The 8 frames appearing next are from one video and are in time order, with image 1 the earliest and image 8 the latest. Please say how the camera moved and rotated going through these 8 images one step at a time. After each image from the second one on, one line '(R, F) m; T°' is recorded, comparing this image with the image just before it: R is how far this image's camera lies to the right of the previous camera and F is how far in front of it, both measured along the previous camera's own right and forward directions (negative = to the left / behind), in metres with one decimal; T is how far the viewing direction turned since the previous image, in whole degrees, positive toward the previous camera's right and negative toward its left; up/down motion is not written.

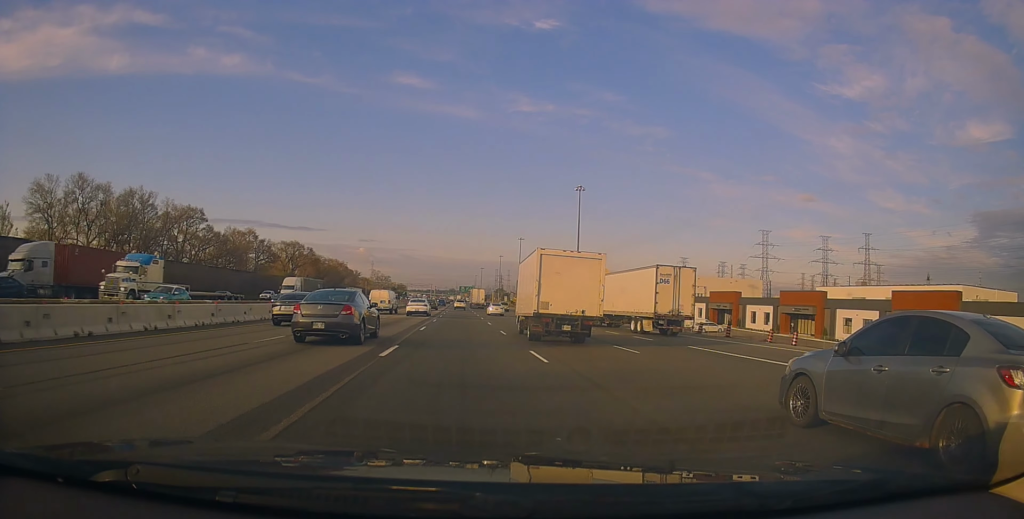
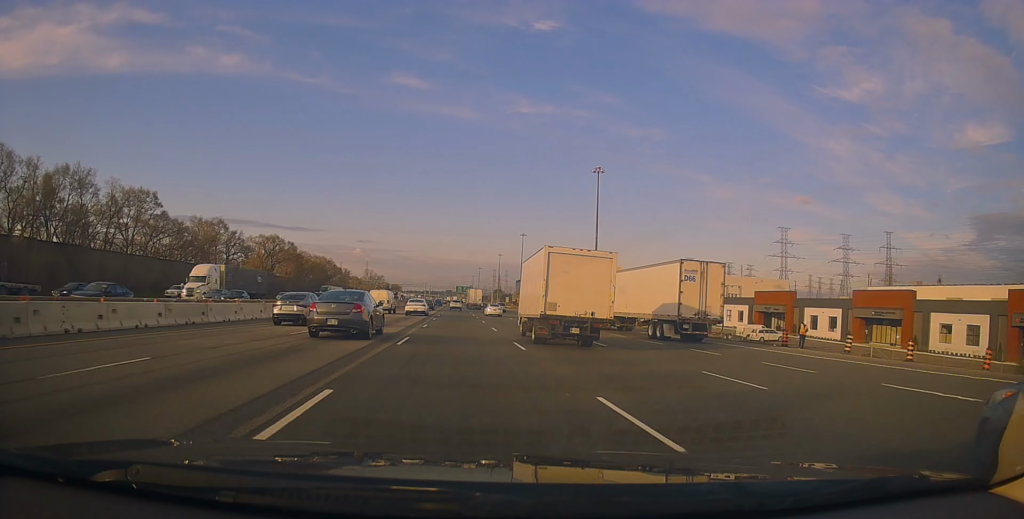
(-0.2, +19.6) m; 0°
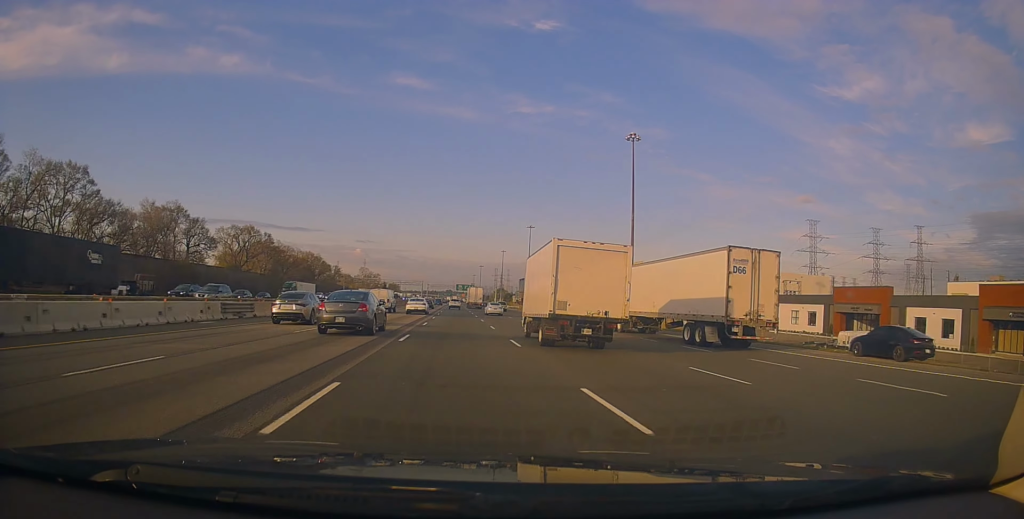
(-0.2, +23.3) m; 0°
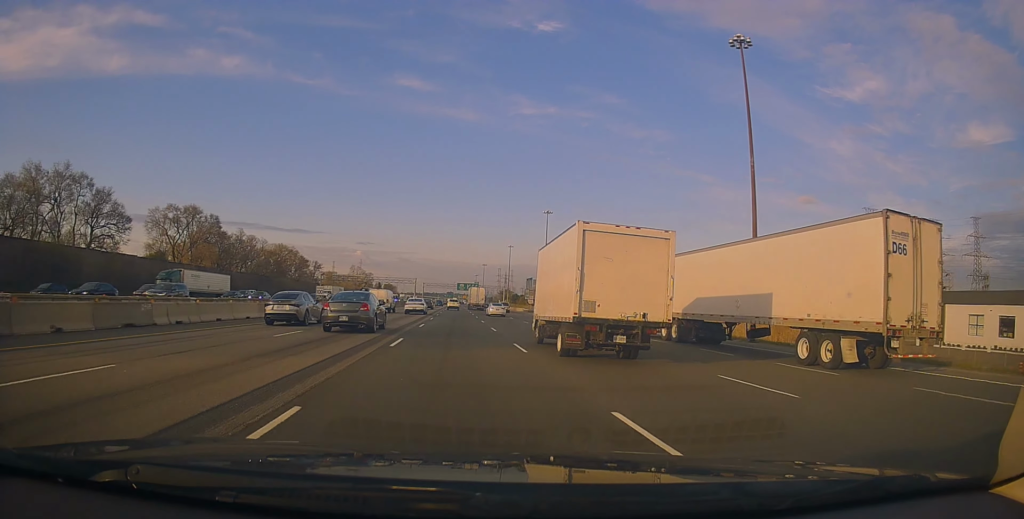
(+0.2, +36.7) m; 0°
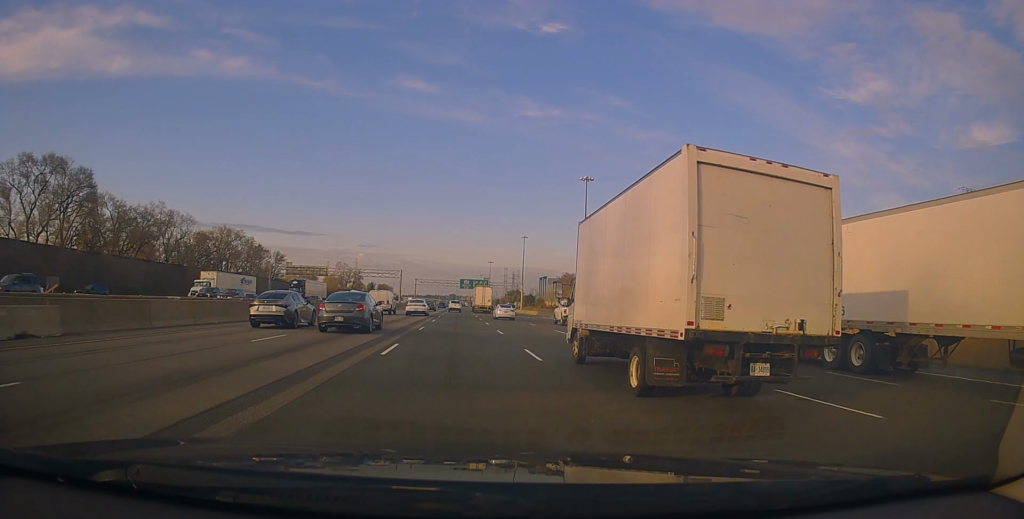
(-0.1, +49.4) m; 0°
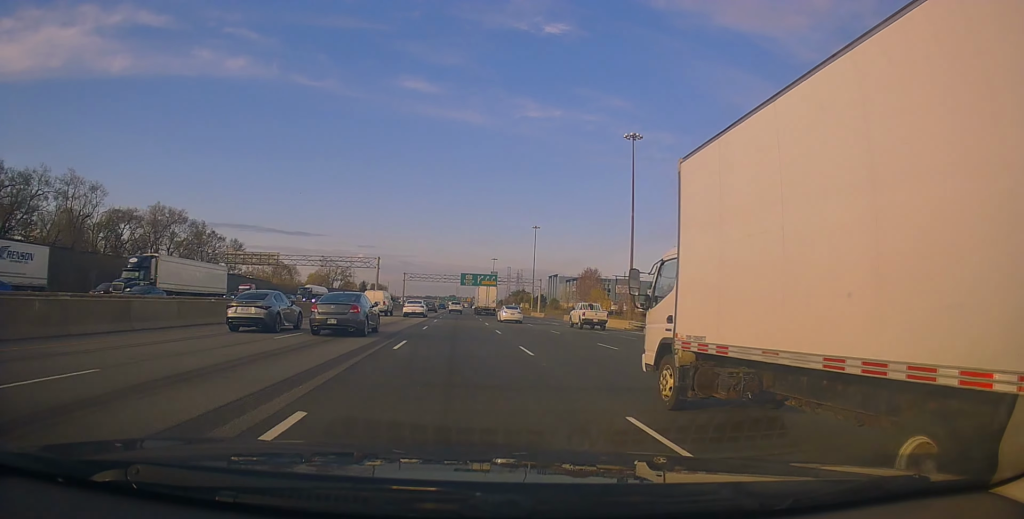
(-0.1, +33.9) m; 0°
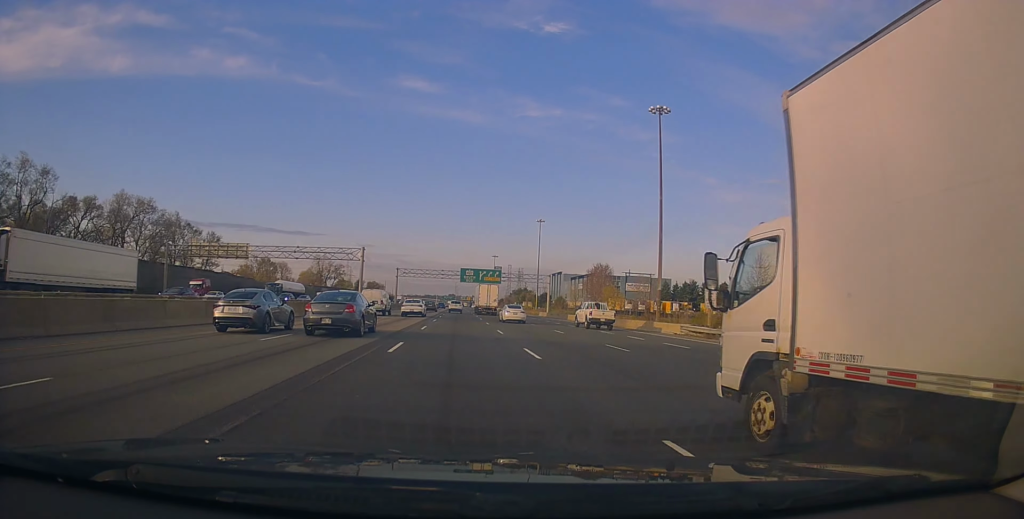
(-0.1, +12.4) m; 0°
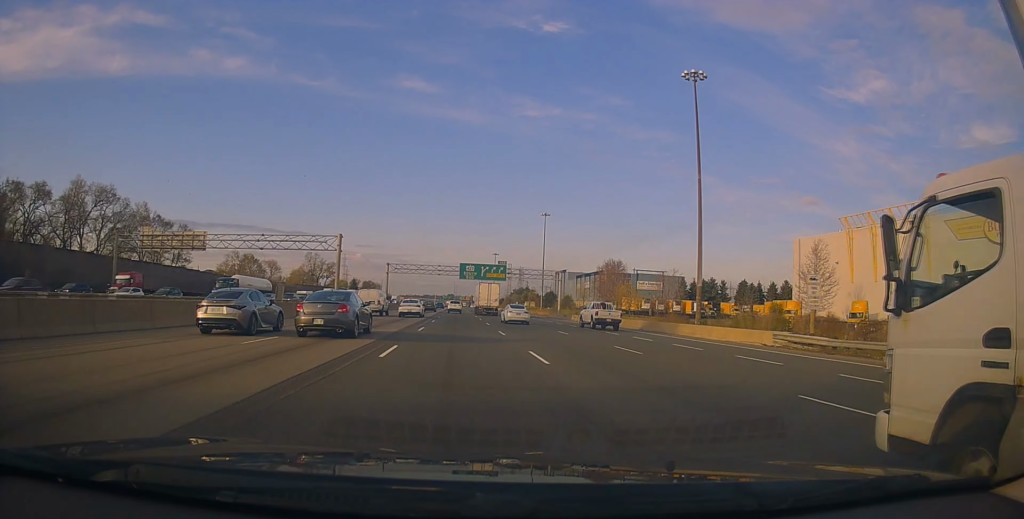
(+0.3, +13.3) m; 0°
